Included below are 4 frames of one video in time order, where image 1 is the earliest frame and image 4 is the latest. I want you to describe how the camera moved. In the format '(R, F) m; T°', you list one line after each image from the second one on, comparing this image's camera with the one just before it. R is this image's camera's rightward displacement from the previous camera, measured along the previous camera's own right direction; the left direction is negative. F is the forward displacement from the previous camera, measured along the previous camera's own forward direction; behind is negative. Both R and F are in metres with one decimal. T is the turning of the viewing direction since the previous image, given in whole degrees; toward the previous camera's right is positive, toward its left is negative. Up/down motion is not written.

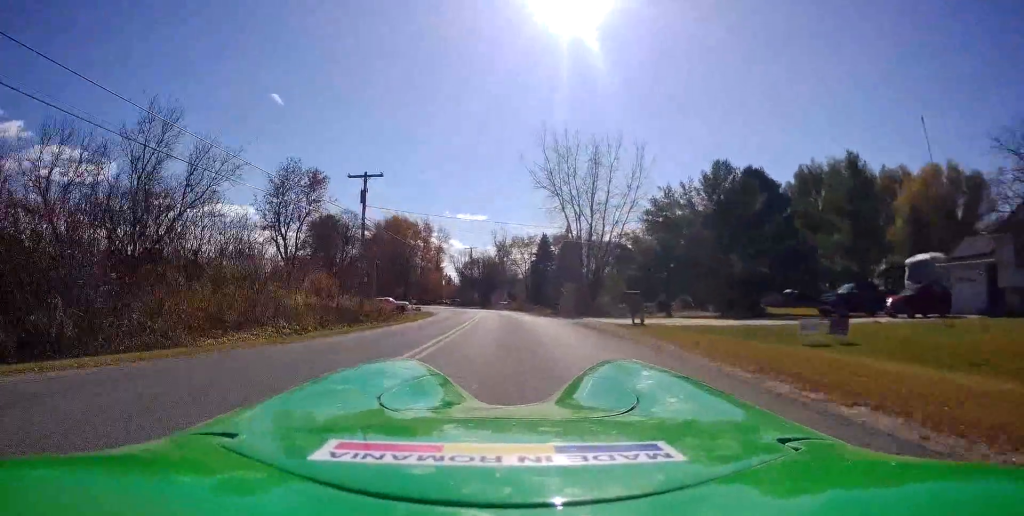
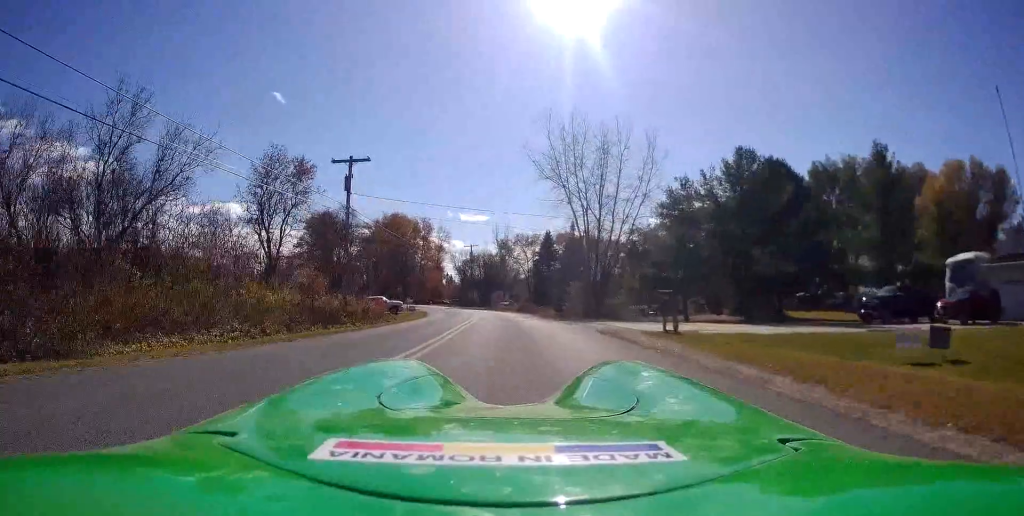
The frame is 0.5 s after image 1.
(0.0, +3.6) m; 0°
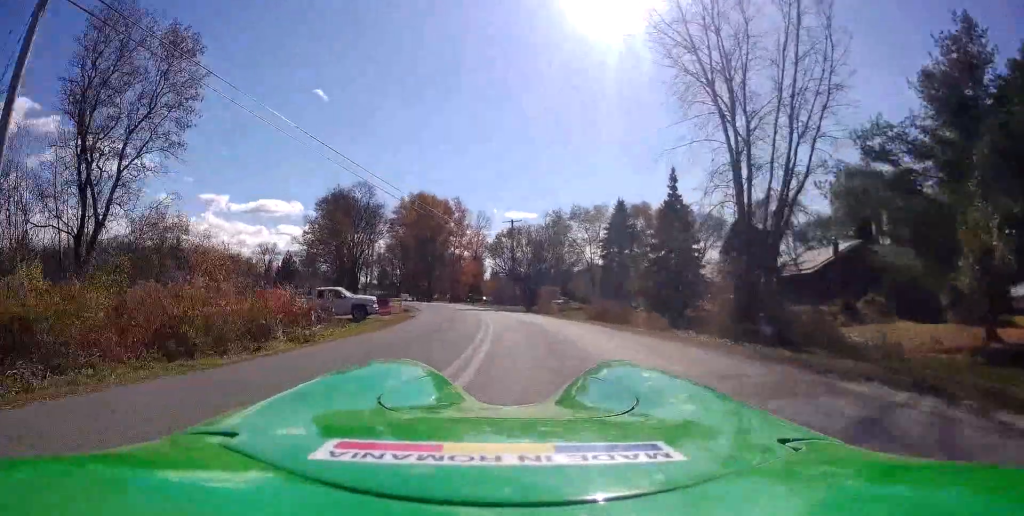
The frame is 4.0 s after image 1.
(0.0, +26.9) m; 0°
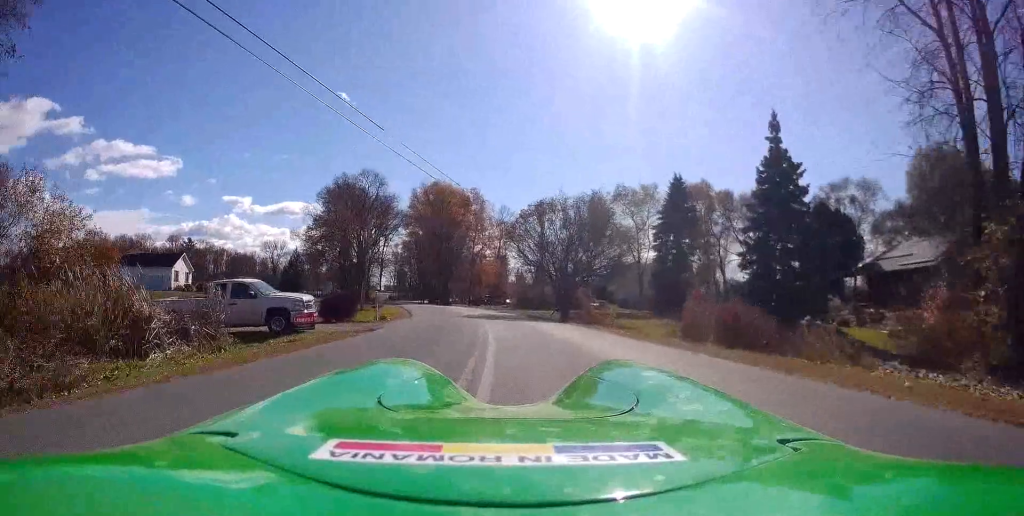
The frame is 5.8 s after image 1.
(0.0, +15.5) m; 0°
